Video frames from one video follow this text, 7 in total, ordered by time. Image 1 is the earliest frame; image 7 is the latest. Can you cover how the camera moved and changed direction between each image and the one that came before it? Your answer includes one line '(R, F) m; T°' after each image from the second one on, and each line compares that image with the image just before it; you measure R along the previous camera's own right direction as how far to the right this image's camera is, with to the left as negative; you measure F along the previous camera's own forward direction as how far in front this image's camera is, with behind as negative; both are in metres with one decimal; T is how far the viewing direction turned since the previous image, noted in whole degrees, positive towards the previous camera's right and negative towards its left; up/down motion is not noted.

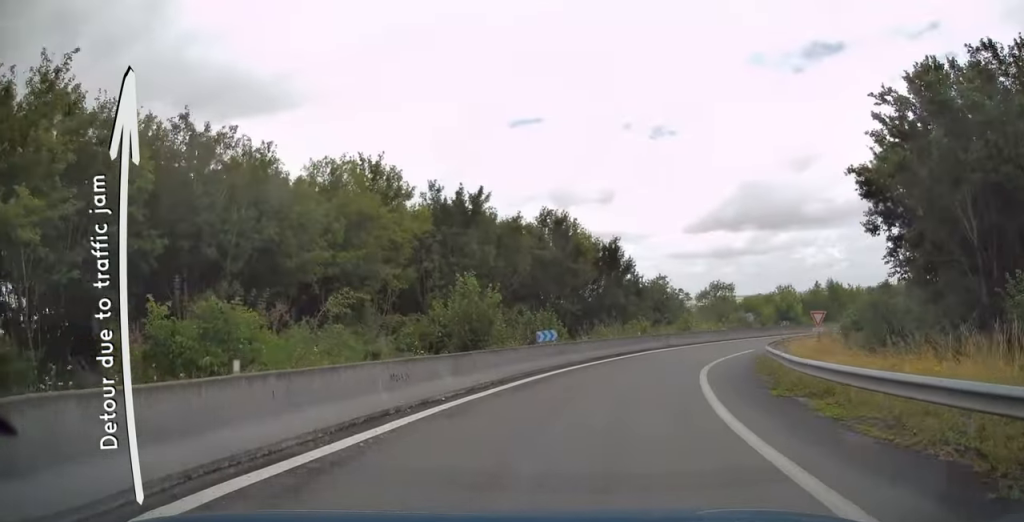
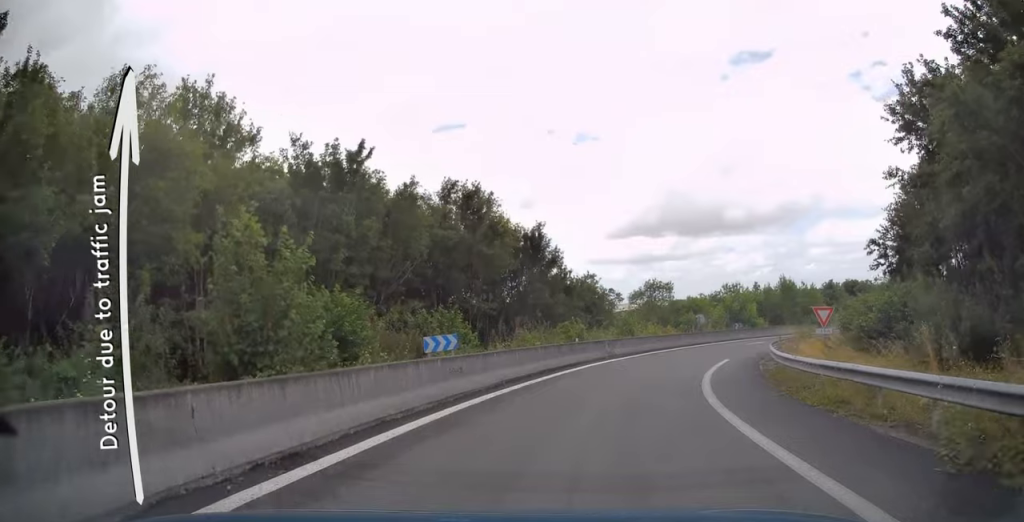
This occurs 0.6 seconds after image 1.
(+0.3, +9.5) m; +8°
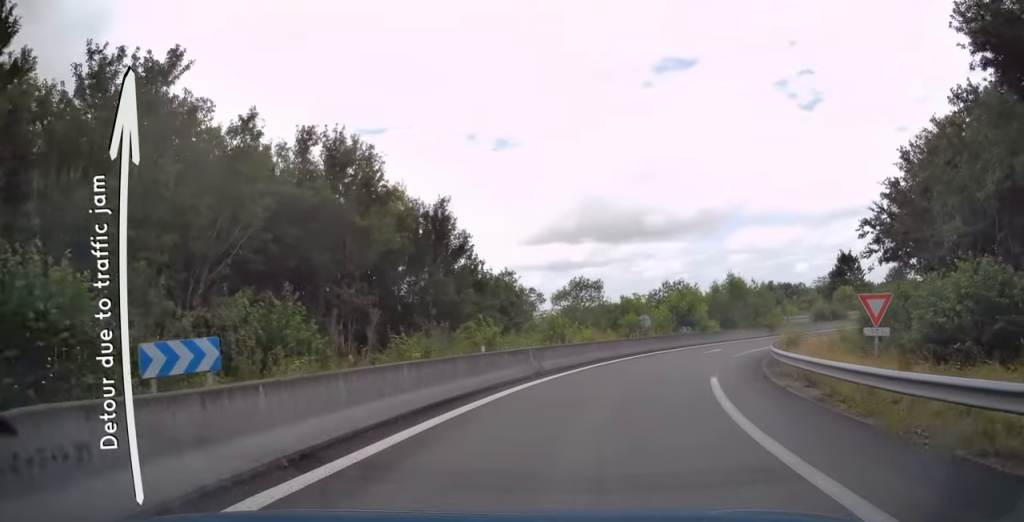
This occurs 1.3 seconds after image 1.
(+1.1, +9.5) m; +8°
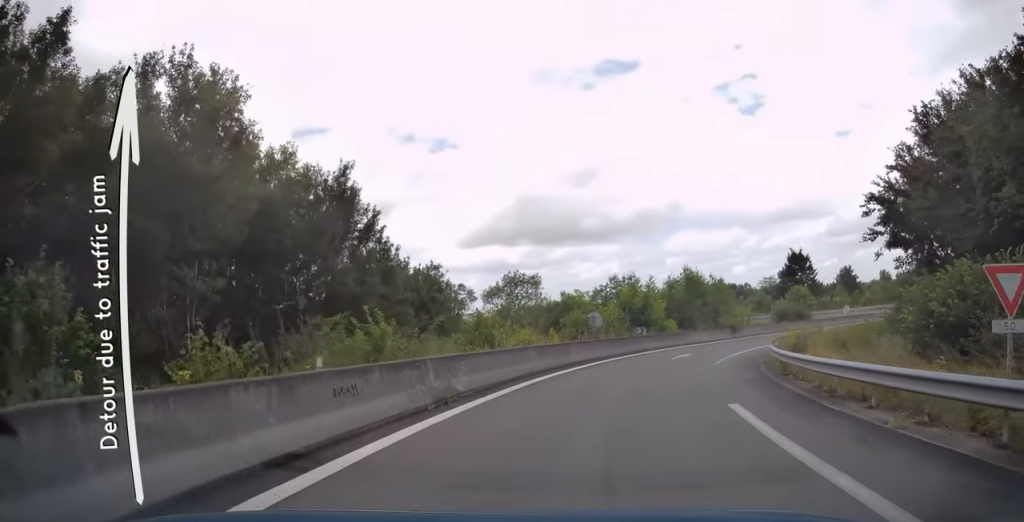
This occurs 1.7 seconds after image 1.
(+0.2, +7.2) m; +6°
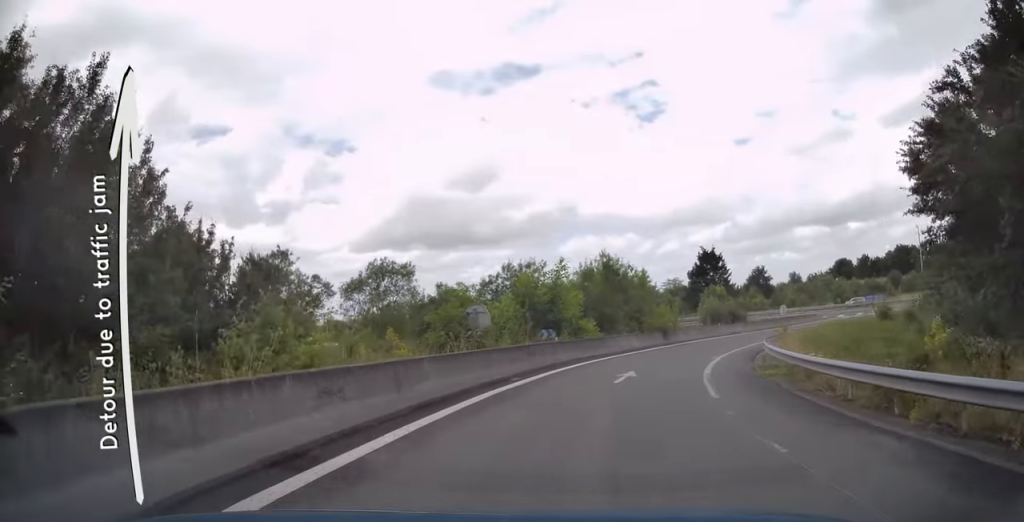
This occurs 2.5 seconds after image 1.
(+0.9, +11.9) m; +9°
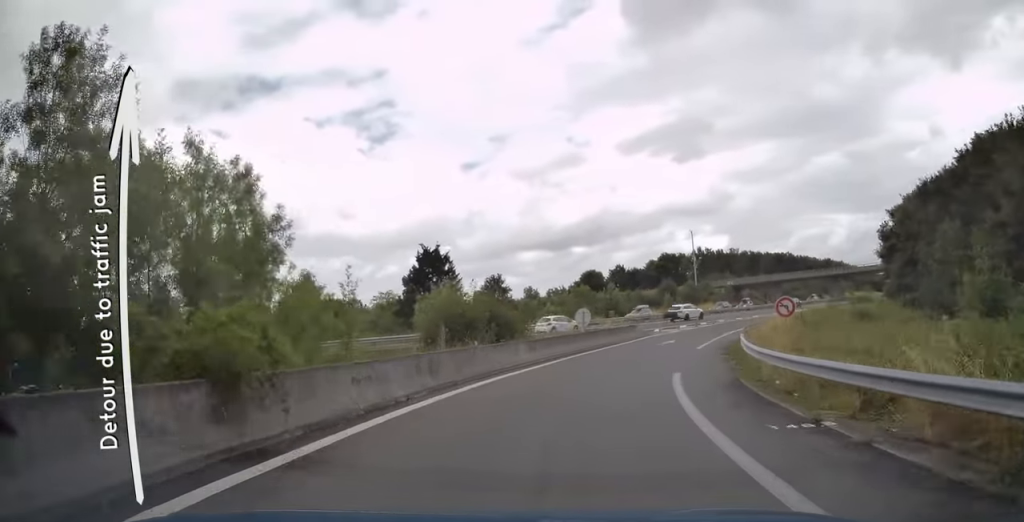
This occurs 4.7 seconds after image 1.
(+7.2, +31.0) m; +27°
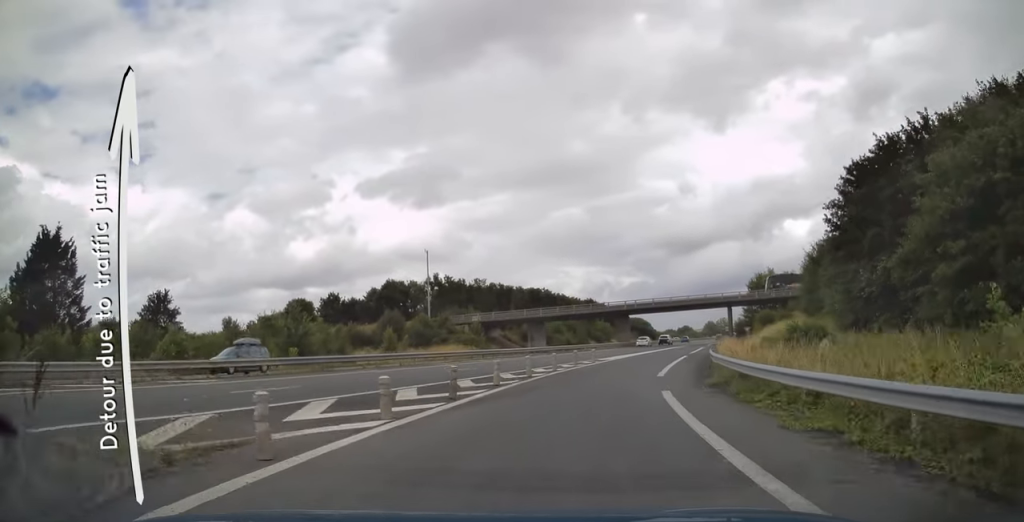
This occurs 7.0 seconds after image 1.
(+8.3, +33.7) m; +26°
